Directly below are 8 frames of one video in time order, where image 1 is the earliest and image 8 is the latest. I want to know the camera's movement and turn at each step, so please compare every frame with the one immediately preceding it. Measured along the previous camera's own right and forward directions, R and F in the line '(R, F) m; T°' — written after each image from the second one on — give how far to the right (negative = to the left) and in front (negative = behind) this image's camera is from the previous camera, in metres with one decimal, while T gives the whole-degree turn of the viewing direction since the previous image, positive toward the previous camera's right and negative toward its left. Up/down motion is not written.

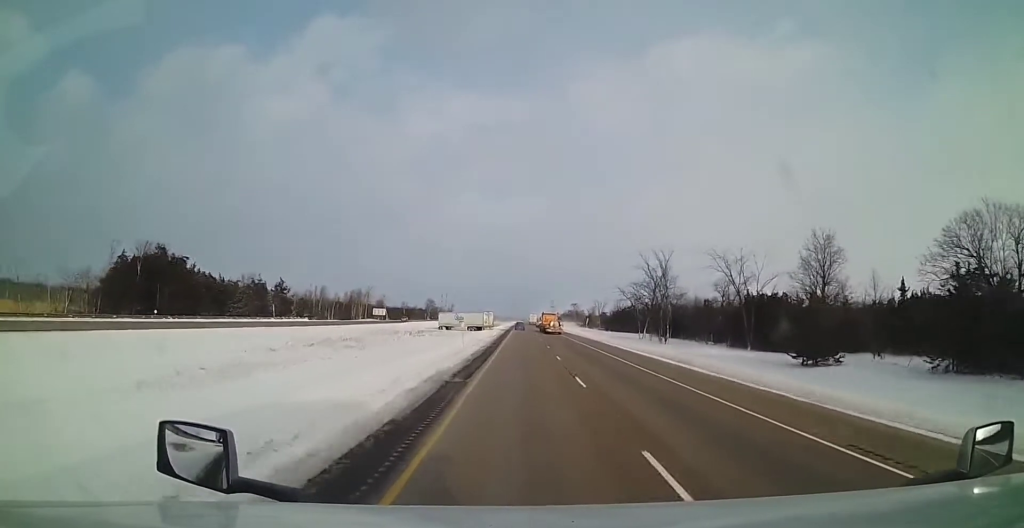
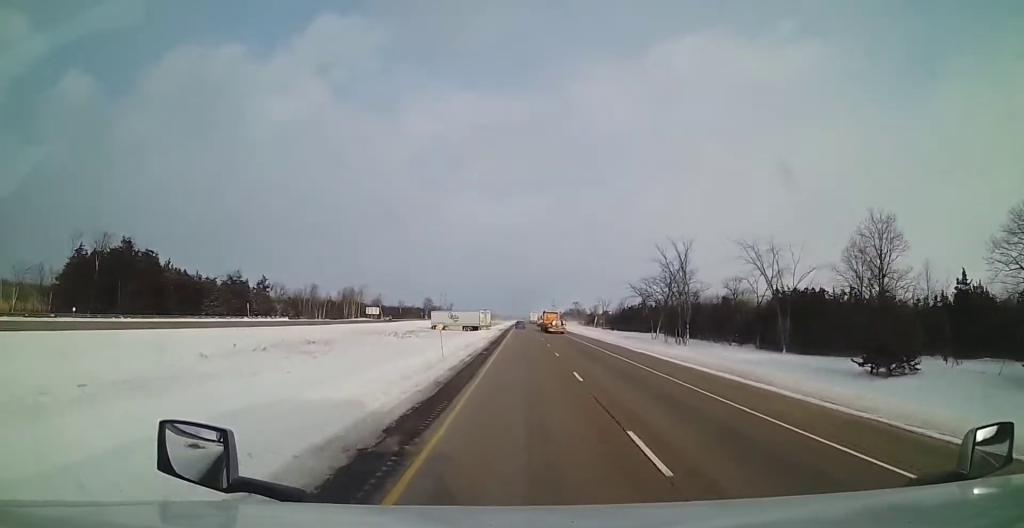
(+0.1, +10.4) m; 0°
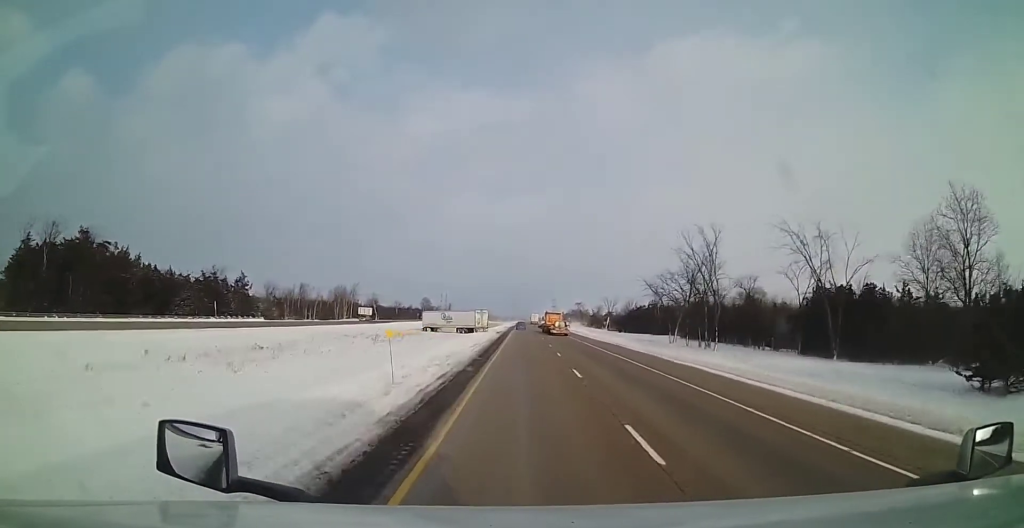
(0.0, +11.3) m; 0°
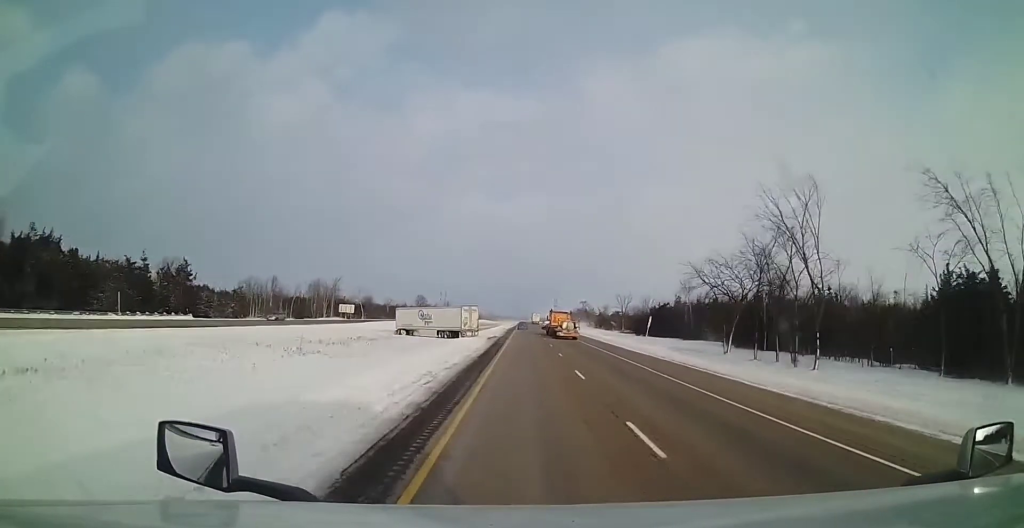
(0.0, +23.5) m; 0°
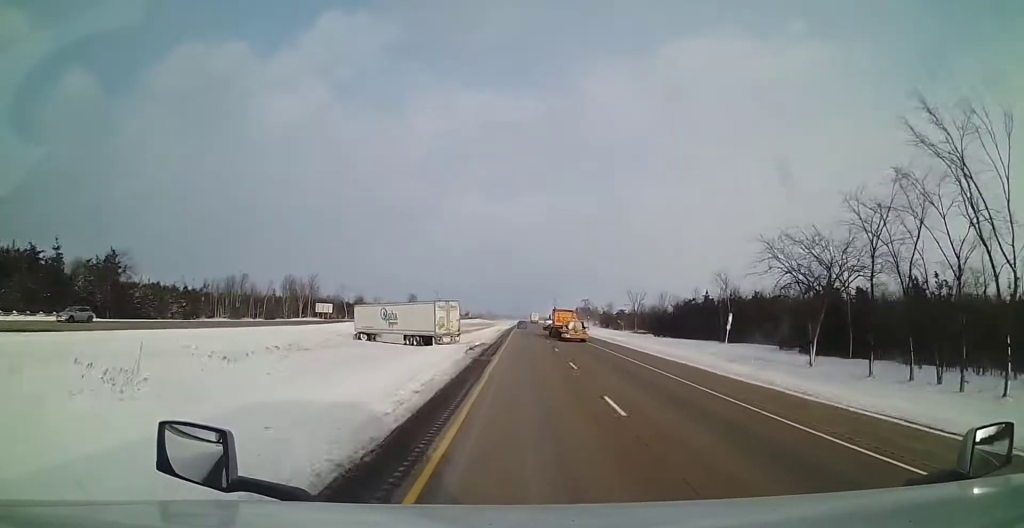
(0.0, +20.2) m; +1°
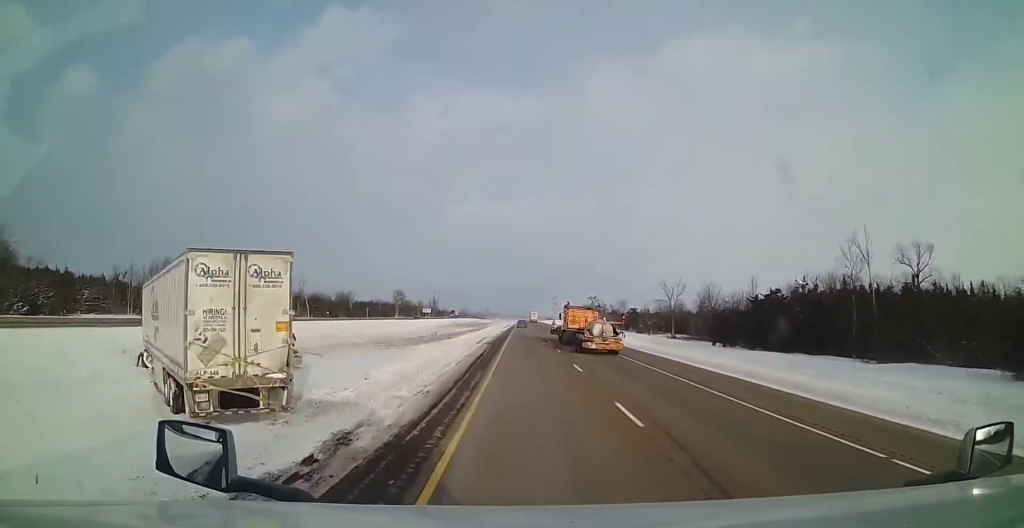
(+0.7, +37.3) m; +1°
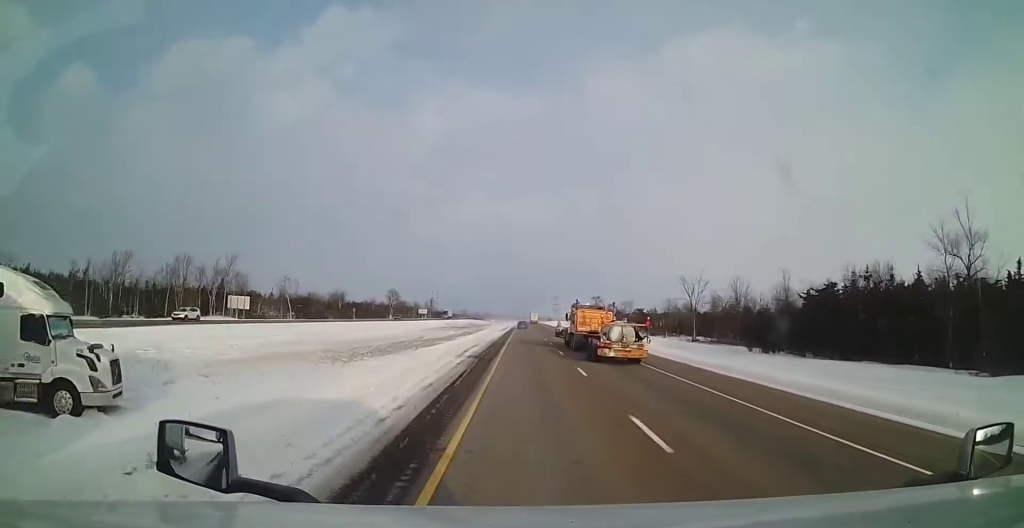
(-0.2, +14.0) m; 0°
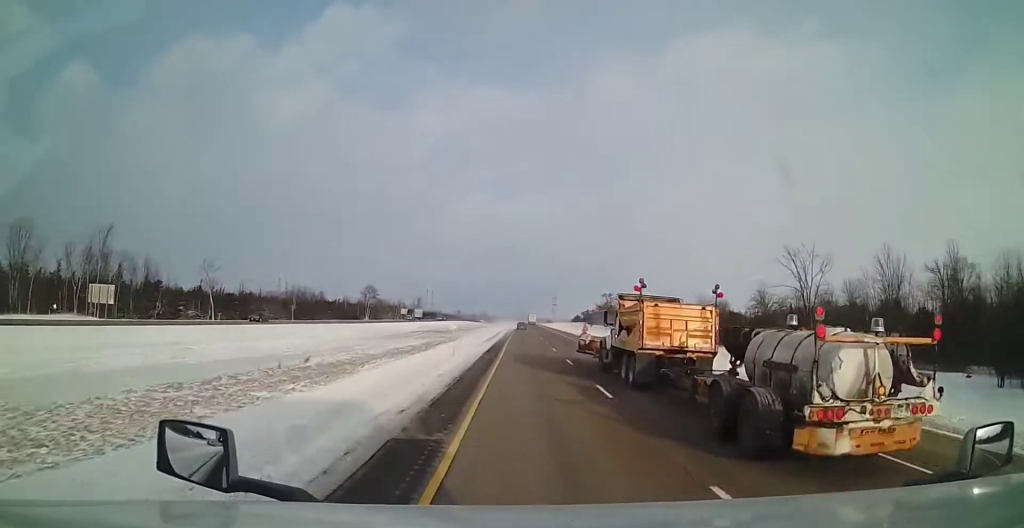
(0.0, +42.2) m; -1°
